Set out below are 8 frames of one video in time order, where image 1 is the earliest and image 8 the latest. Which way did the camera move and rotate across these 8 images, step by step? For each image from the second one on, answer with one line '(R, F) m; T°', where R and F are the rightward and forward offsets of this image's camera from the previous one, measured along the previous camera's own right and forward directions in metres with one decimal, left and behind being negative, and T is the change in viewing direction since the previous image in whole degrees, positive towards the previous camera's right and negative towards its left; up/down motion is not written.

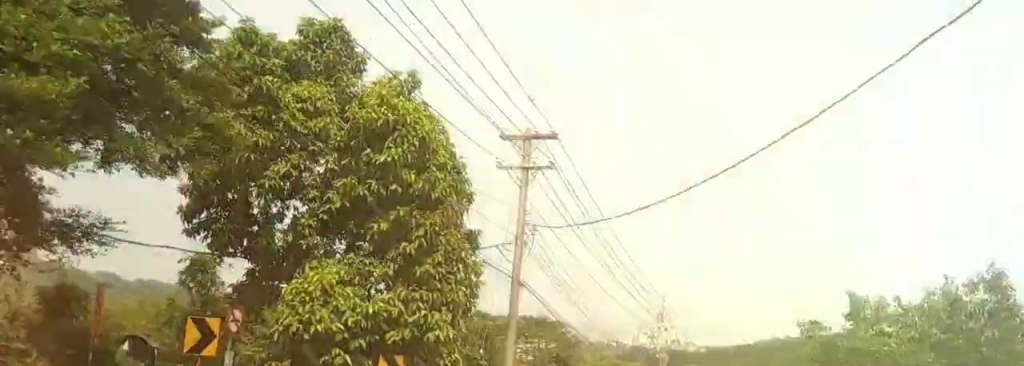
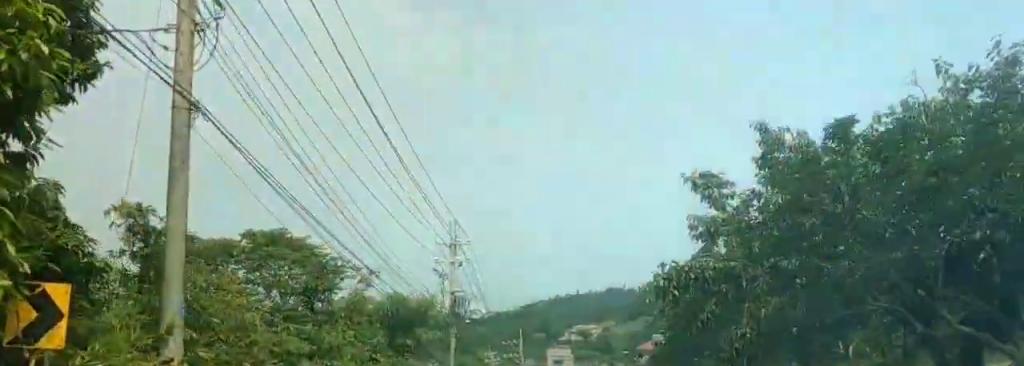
(0.0, +11.6) m; 0°
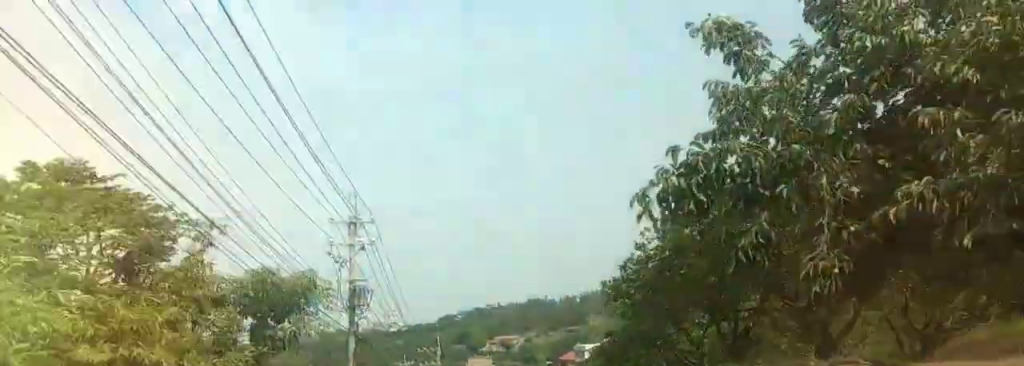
(0.0, +6.3) m; 0°
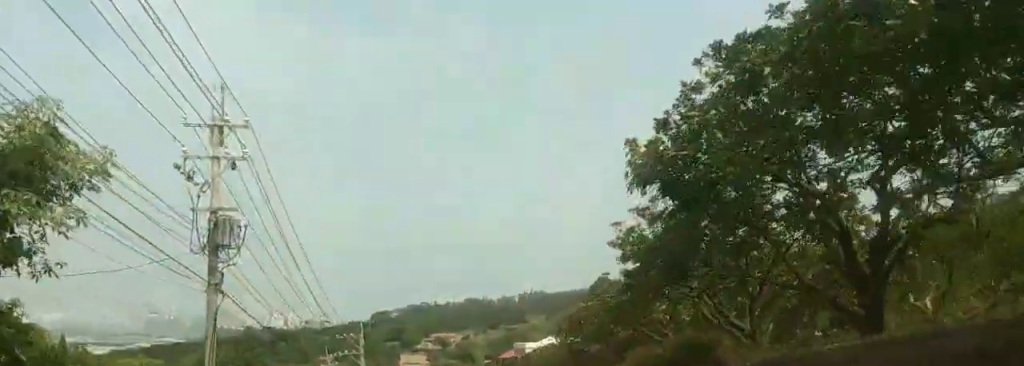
(0.0, +9.6) m; 0°
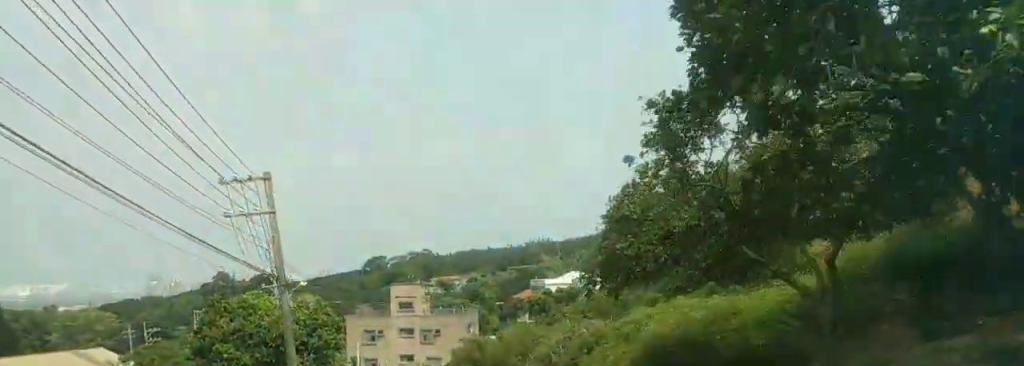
(0.0, +26.9) m; 0°
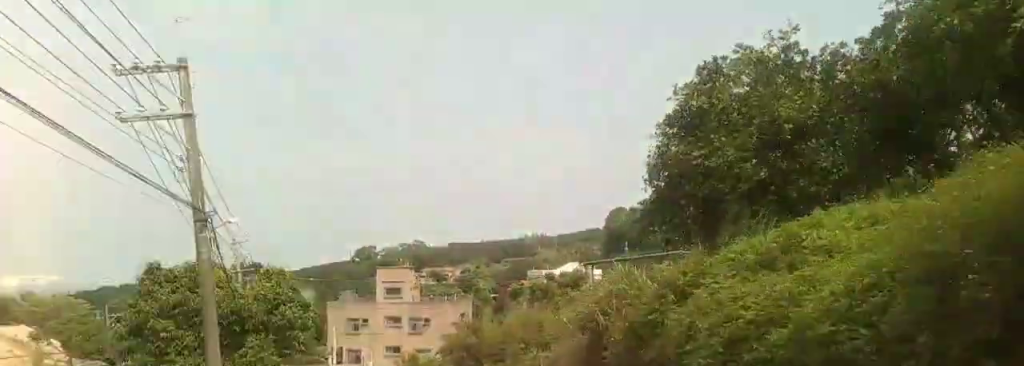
(0.0, +8.1) m; -2°
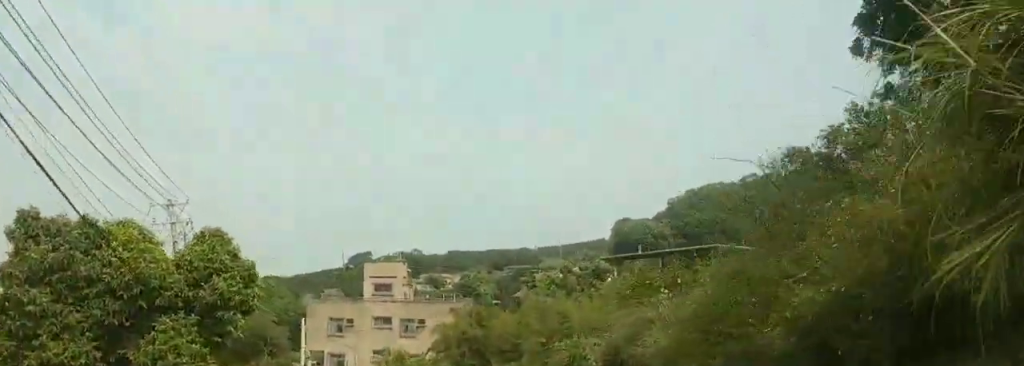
(-0.6, +11.6) m; -8°
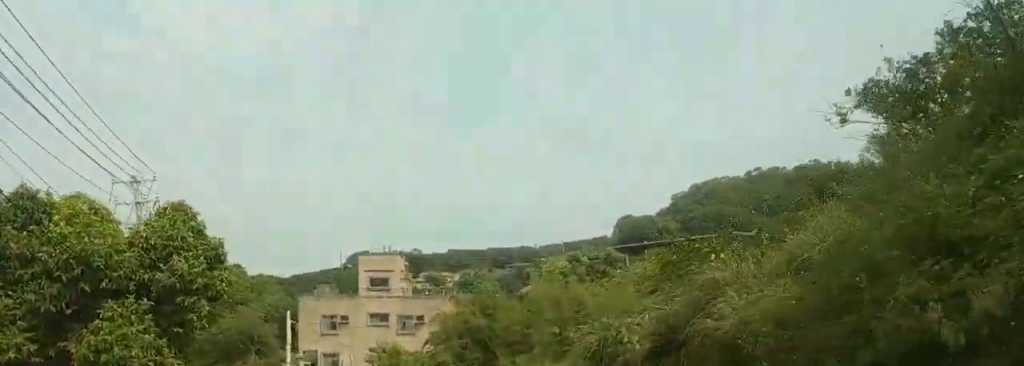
(-0.3, +4.4) m; -3°
